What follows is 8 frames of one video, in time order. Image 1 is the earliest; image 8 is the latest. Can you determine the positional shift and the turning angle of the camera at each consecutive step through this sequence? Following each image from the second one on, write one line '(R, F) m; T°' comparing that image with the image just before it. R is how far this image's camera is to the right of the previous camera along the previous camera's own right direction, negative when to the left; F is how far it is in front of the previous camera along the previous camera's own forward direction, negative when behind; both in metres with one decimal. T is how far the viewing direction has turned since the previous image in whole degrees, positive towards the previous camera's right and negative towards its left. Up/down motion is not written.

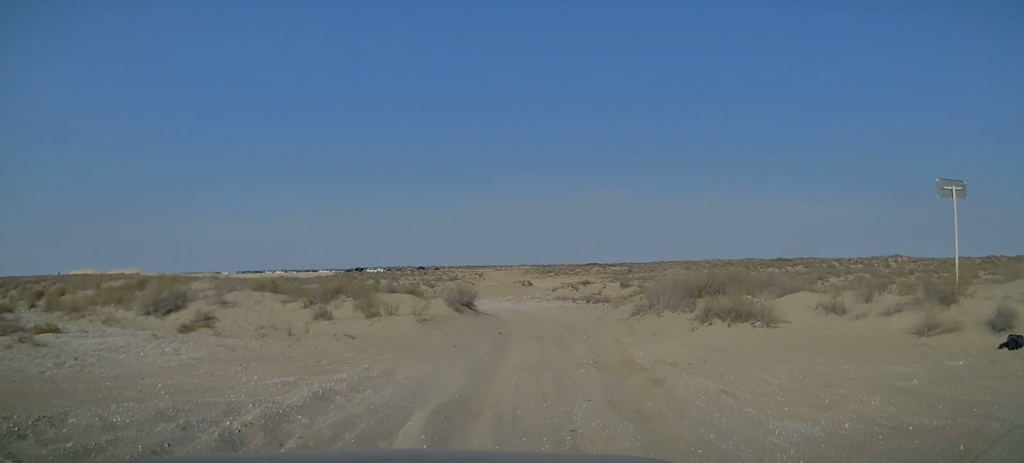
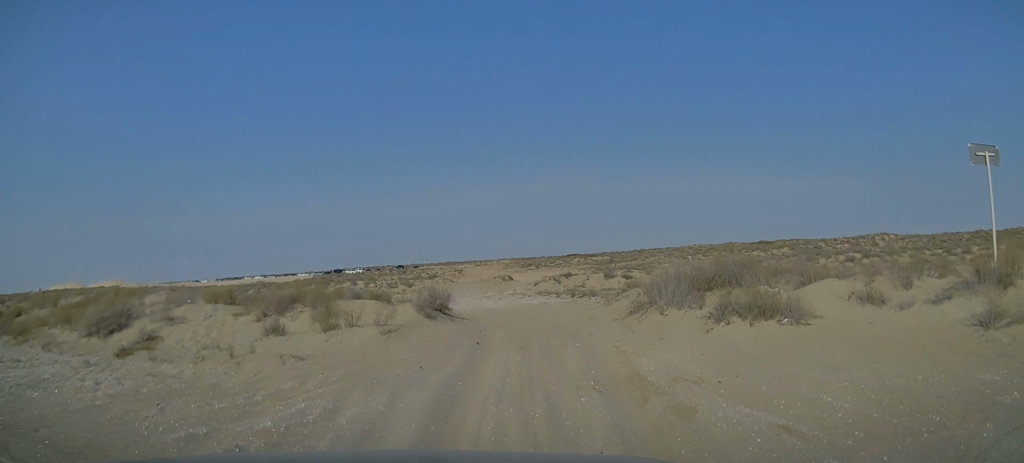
(0.0, +2.1) m; +2°
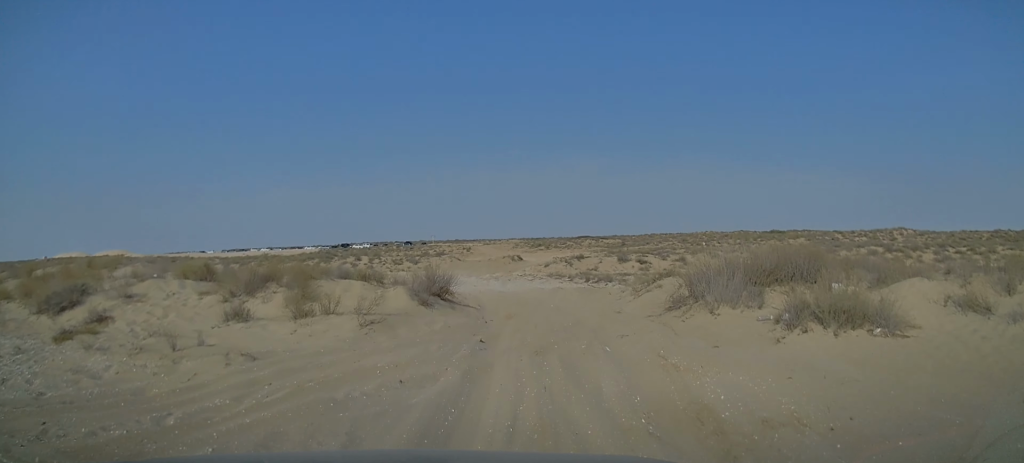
(0.0, +2.4) m; +3°
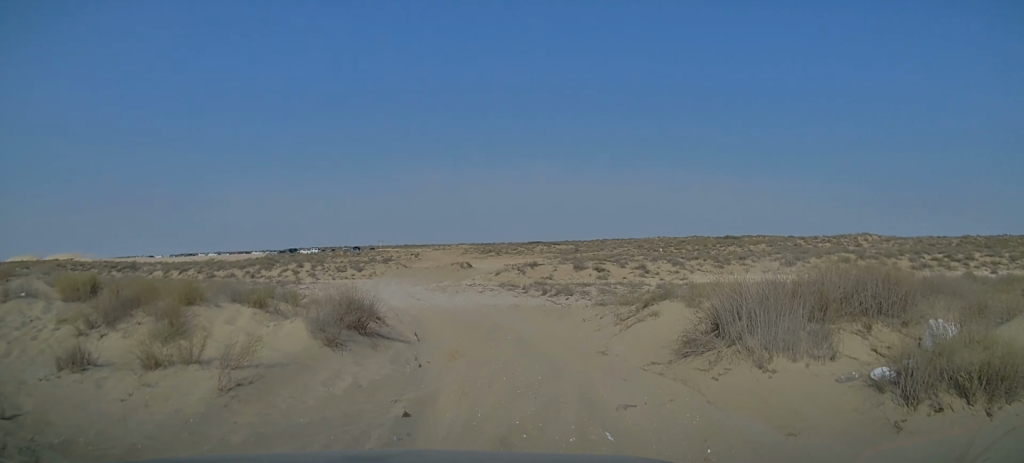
(+0.2, +3.5) m; +4°
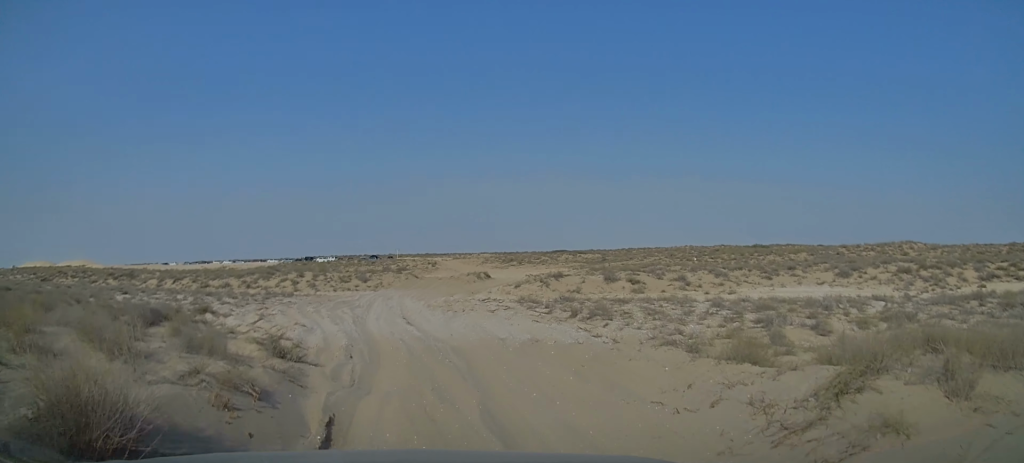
(+0.3, +6.7) m; +2°
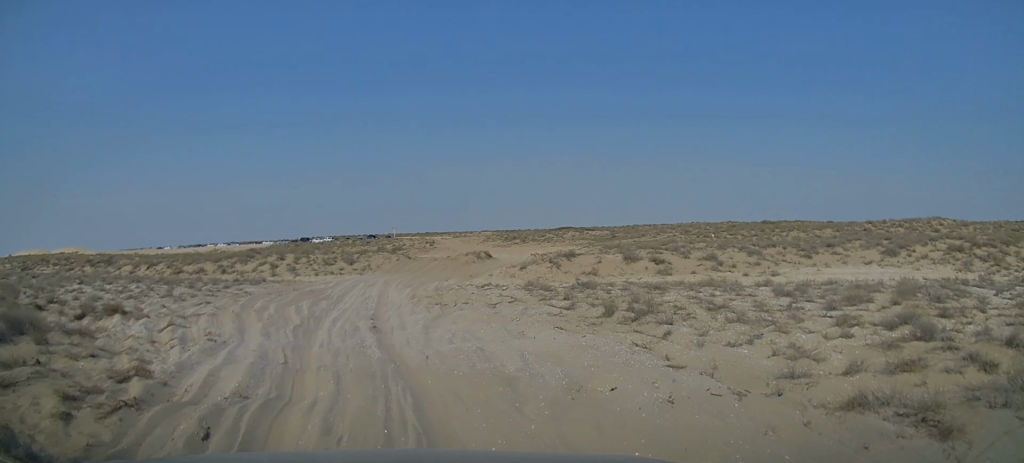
(-0.3, +5.9) m; -6°
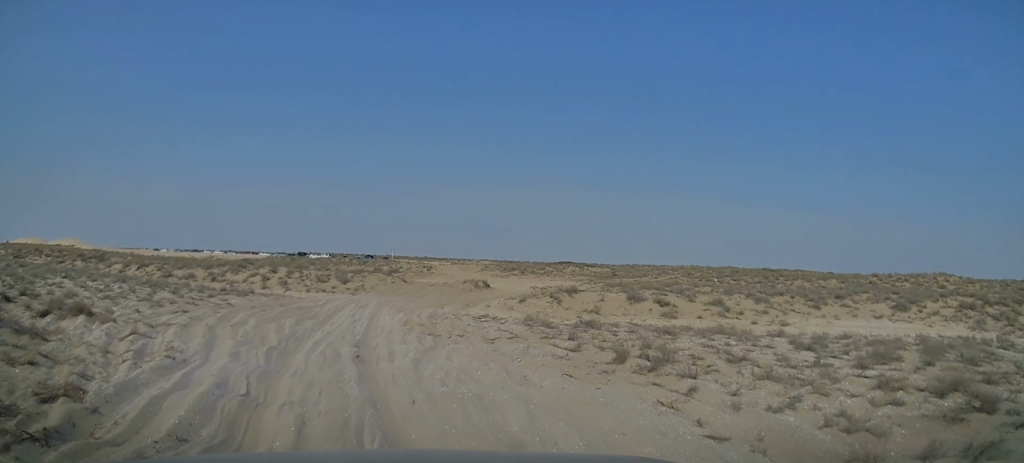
(0.0, +1.6) m; -1°
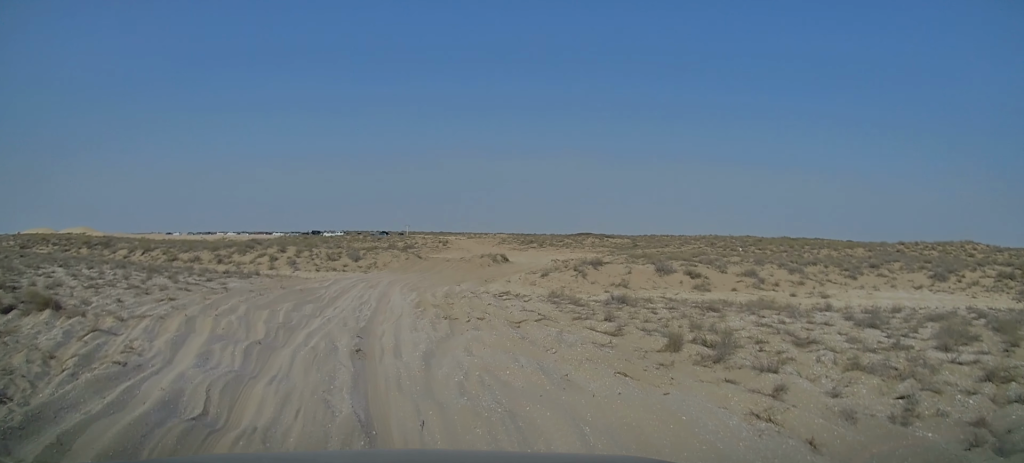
(-0.1, +2.3) m; -2°
